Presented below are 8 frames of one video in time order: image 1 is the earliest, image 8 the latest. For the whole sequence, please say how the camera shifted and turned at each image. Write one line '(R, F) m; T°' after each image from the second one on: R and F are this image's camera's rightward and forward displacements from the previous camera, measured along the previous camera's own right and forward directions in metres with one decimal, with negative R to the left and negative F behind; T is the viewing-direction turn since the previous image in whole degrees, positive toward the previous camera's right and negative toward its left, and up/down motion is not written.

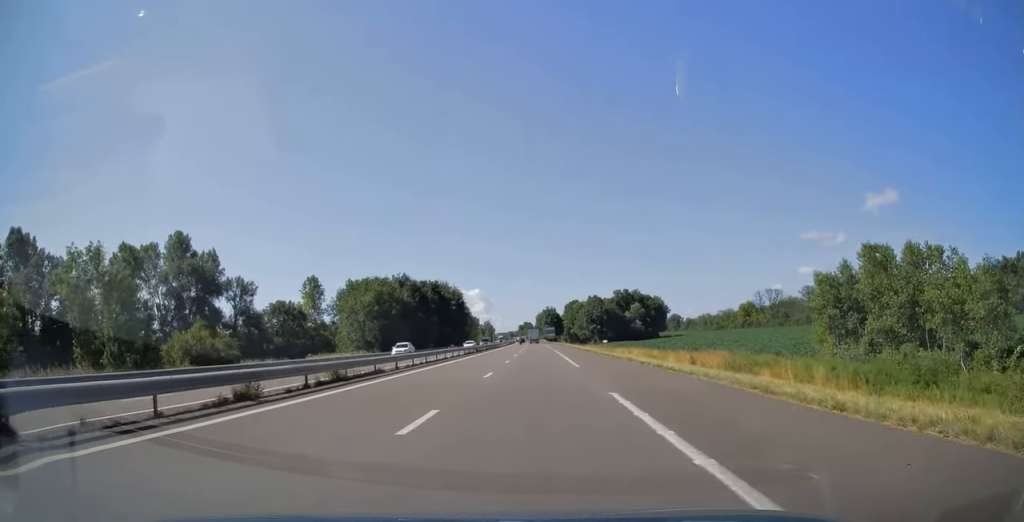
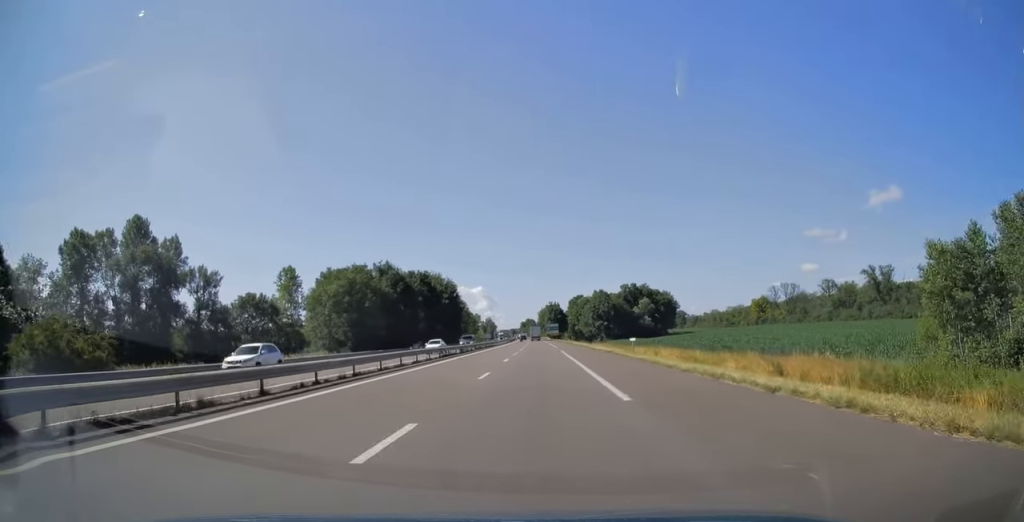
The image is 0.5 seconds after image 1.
(0.0, +15.3) m; 0°
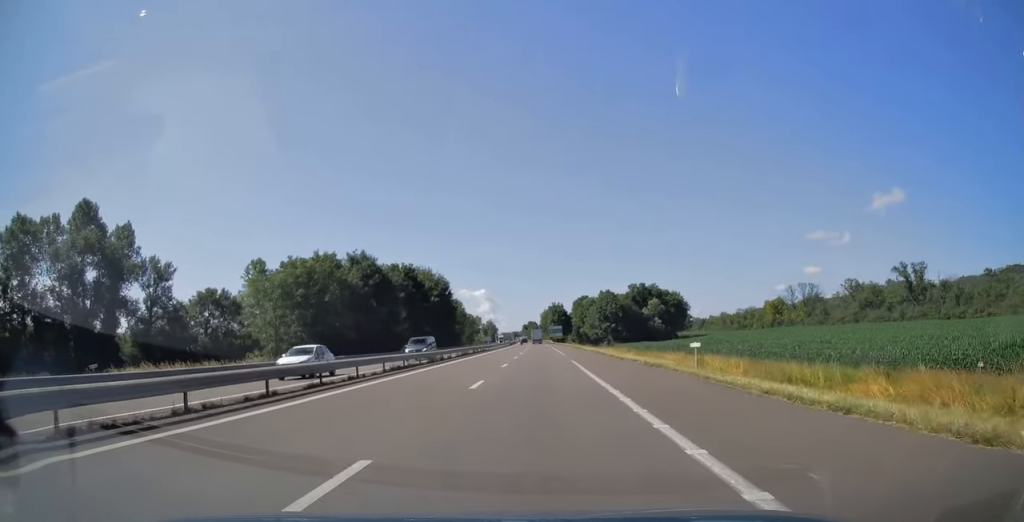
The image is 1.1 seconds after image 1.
(0.0, +15.8) m; 0°
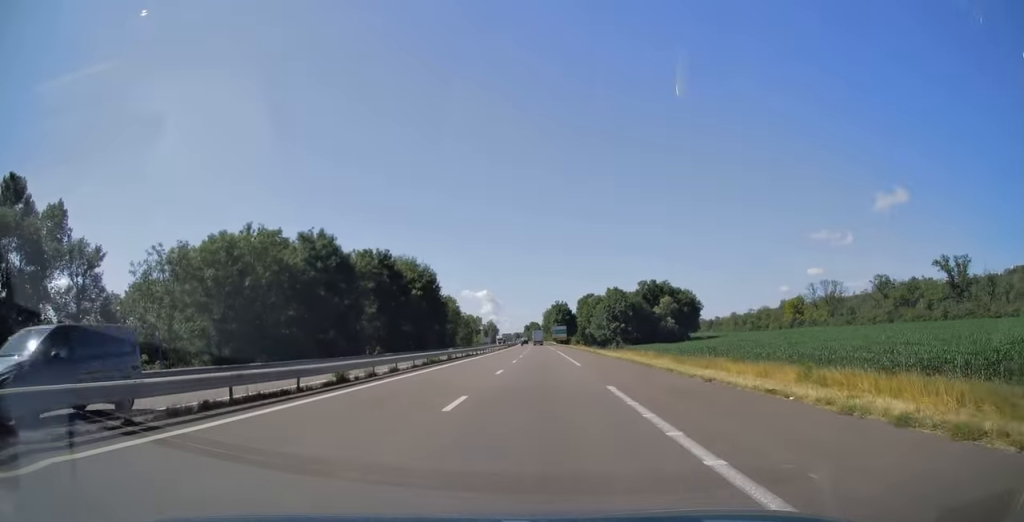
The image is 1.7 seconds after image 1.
(0.0, +18.3) m; 0°
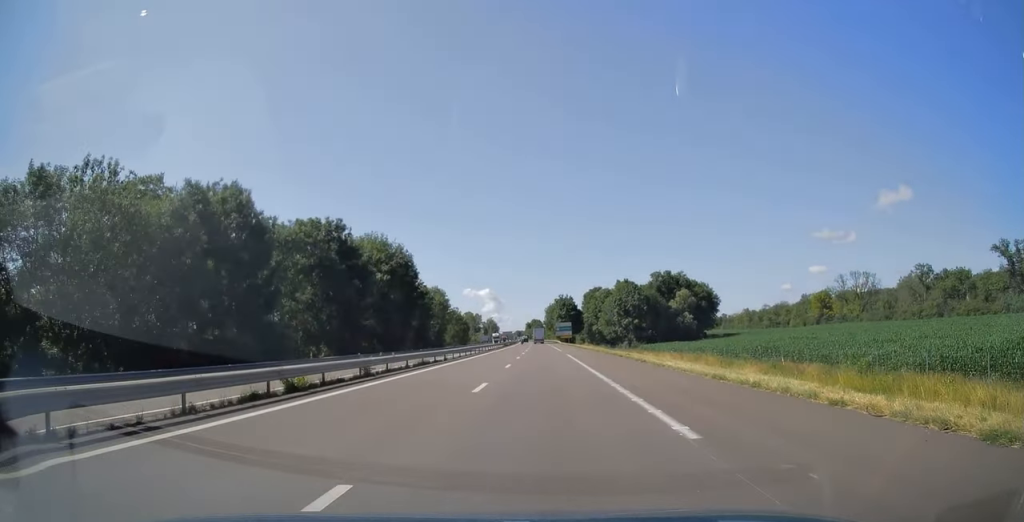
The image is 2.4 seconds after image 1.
(-0.1, +22.2) m; 0°
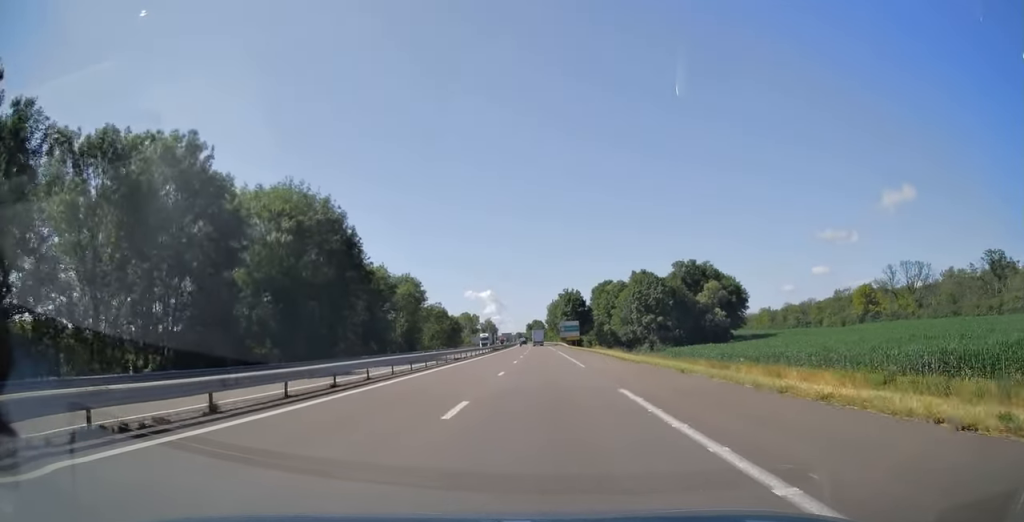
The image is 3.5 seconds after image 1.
(-0.1, +31.0) m; 0°
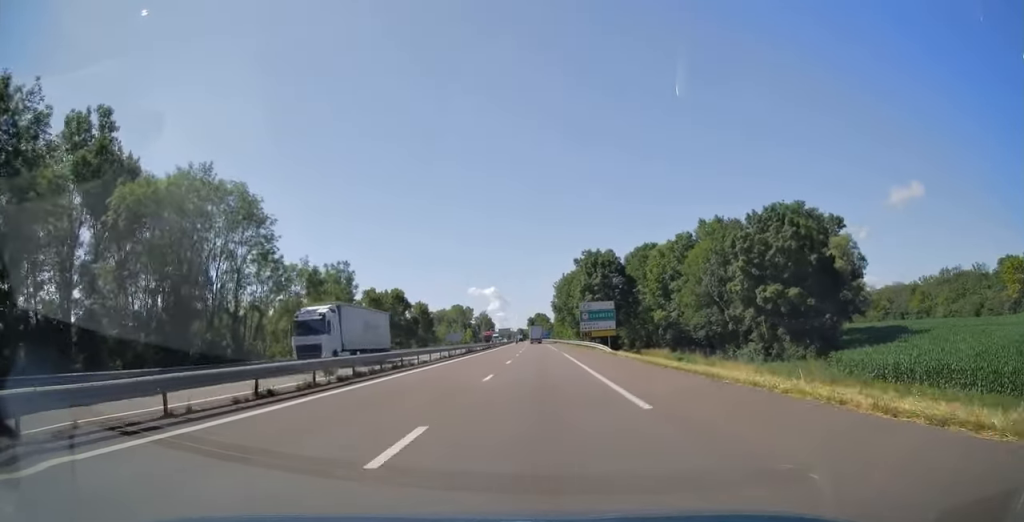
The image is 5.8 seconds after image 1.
(0.0, +69.3) m; 0°
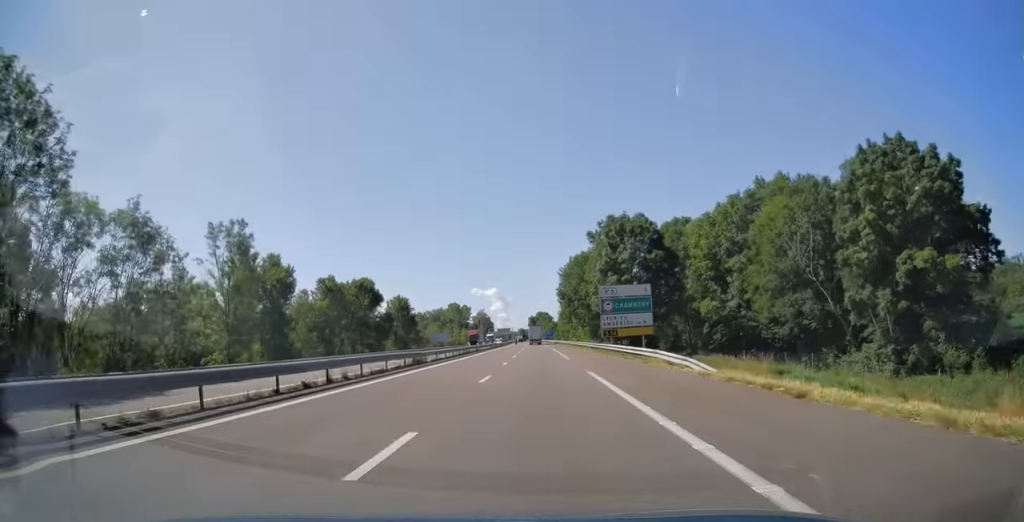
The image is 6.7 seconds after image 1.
(0.0, +26.7) m; 0°
